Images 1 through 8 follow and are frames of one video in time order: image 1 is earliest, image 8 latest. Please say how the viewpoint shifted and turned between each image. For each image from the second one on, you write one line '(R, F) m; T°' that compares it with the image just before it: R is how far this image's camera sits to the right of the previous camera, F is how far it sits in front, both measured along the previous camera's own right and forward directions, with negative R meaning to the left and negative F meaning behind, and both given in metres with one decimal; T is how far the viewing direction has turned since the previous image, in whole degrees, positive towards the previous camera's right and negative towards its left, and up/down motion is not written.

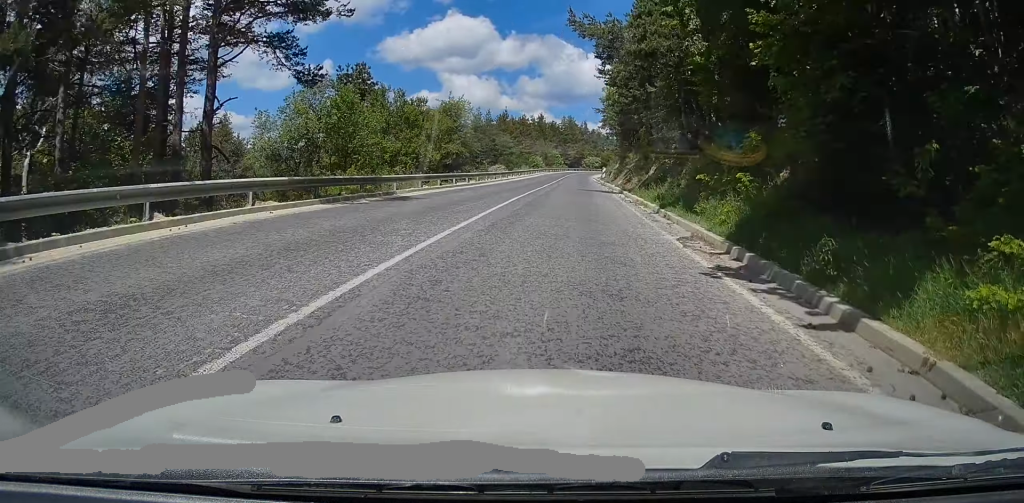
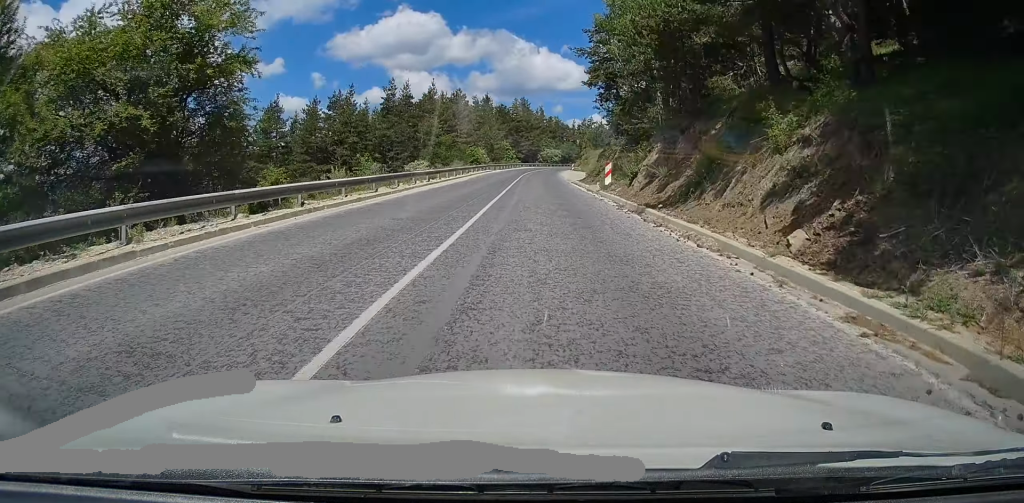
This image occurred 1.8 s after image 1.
(+3.0, +37.3) m; +9°
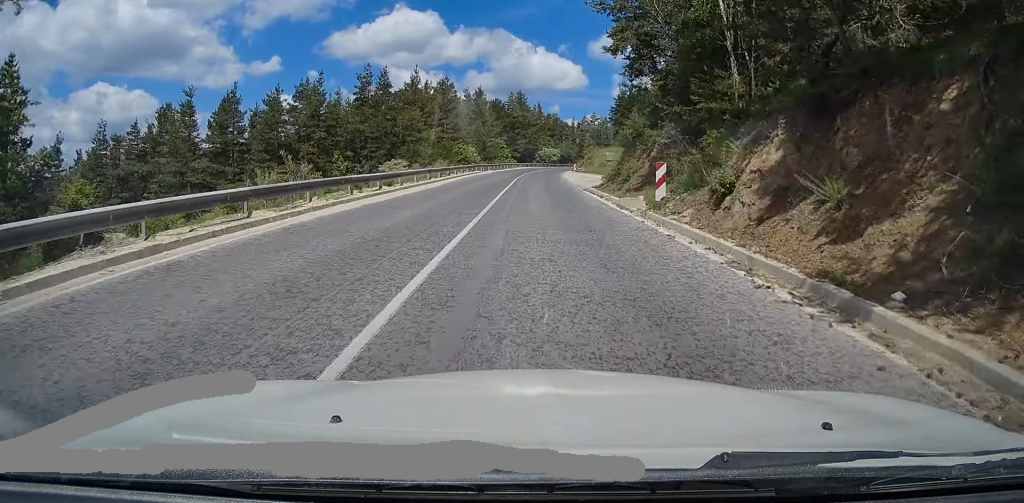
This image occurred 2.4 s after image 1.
(+0.2, +11.9) m; +1°
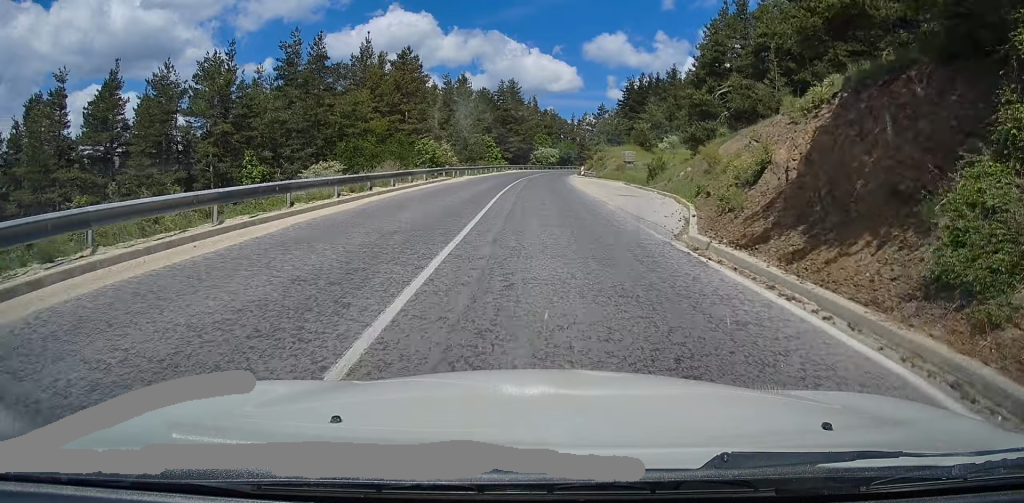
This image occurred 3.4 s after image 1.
(-0.5, +22.1) m; -1°
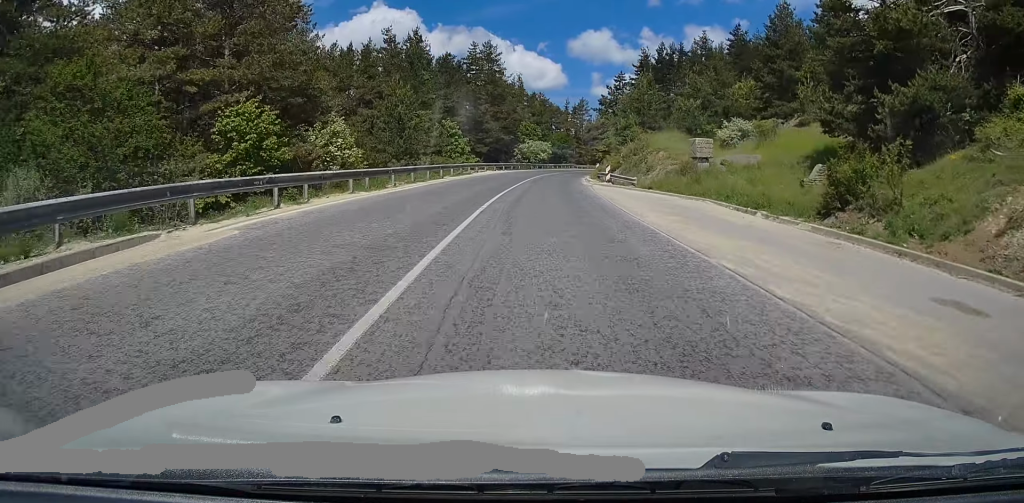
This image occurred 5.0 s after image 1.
(+1.2, +33.2) m; +6°
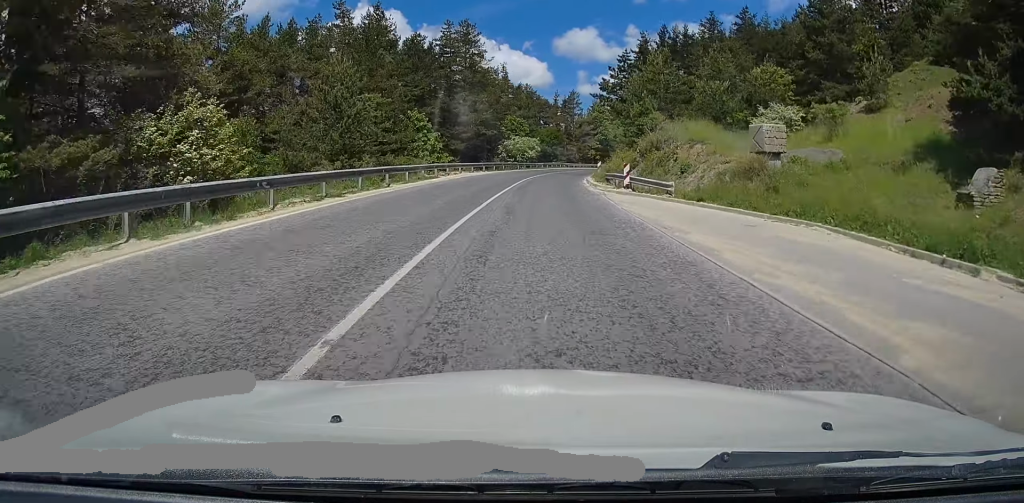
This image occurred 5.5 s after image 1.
(+0.3, +12.0) m; +2°
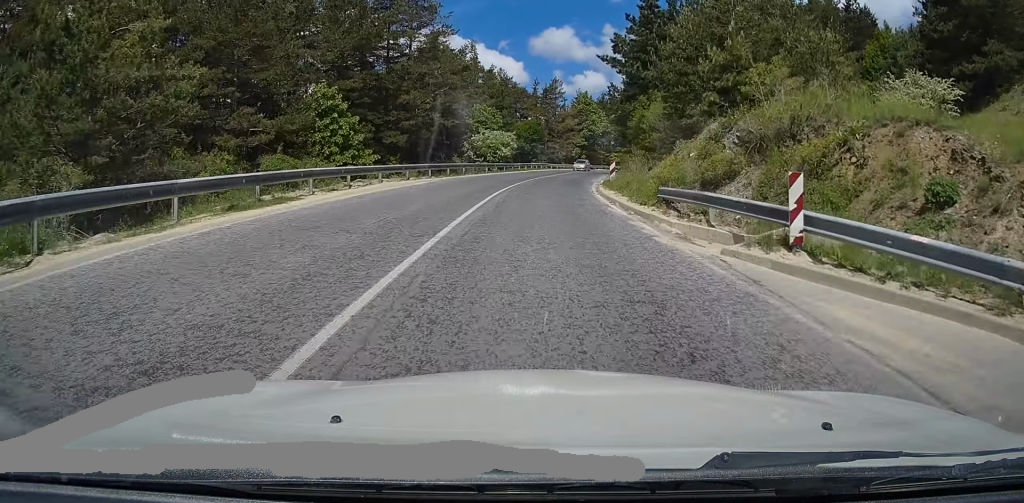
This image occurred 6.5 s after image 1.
(+0.5, +19.5) m; +2°
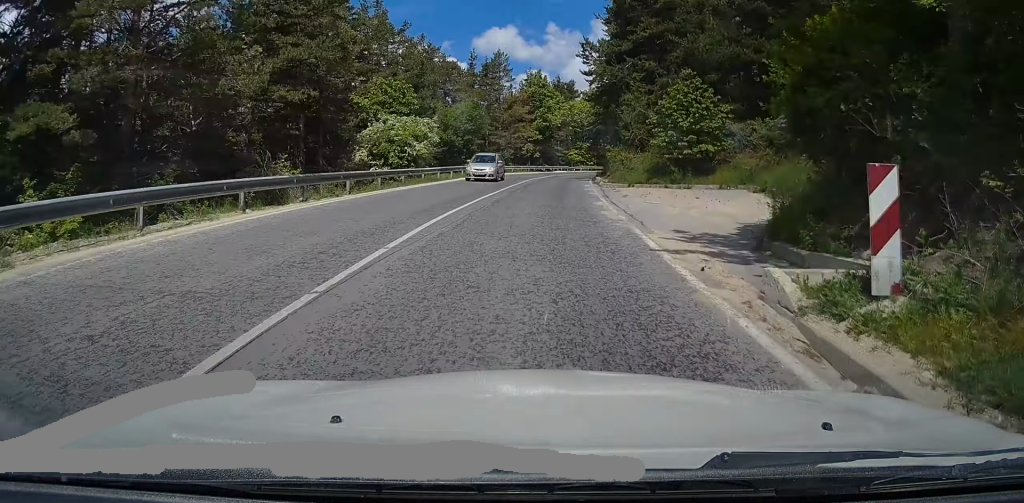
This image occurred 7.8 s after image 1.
(+0.3, +27.7) m; +2°
